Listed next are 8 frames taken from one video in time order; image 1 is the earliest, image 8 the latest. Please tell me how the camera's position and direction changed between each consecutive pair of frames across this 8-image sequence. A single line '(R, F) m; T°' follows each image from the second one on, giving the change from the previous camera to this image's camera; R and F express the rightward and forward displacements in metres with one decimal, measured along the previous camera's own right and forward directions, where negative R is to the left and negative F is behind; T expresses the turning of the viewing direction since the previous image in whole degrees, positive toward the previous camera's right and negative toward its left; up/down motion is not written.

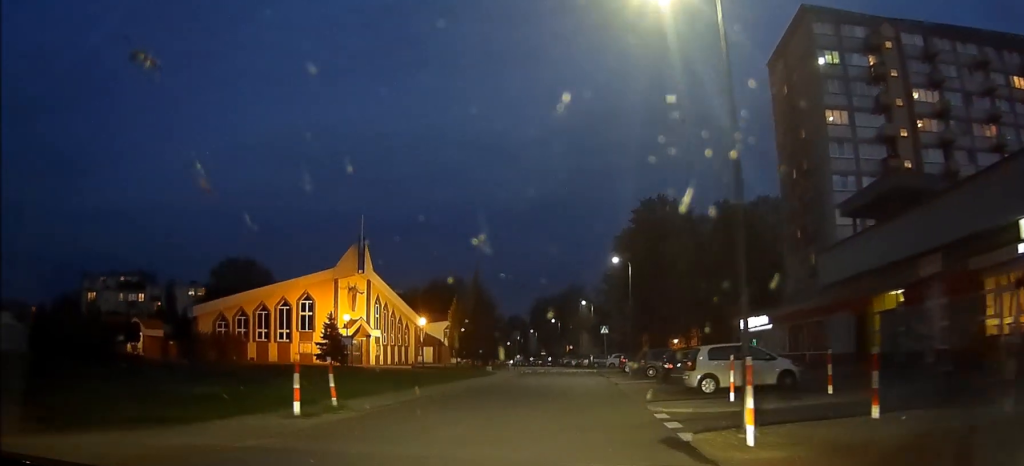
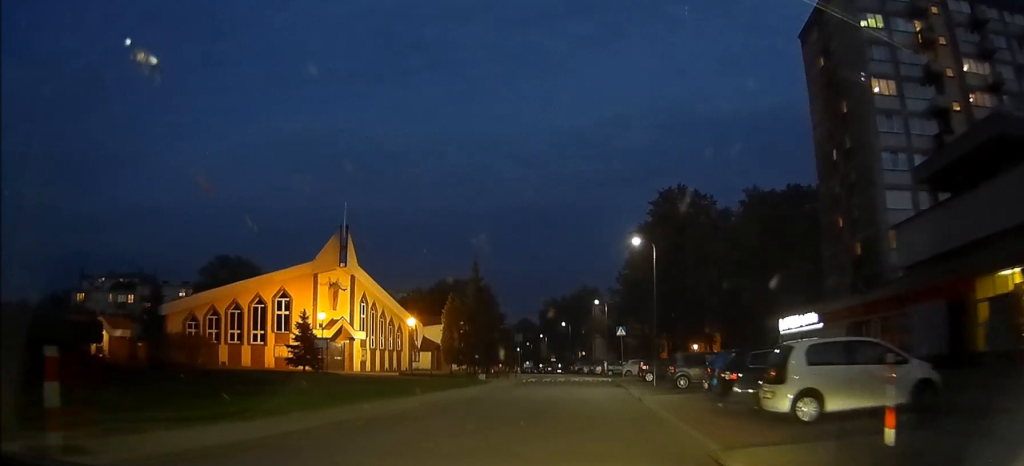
(-0.8, +8.9) m; -7°
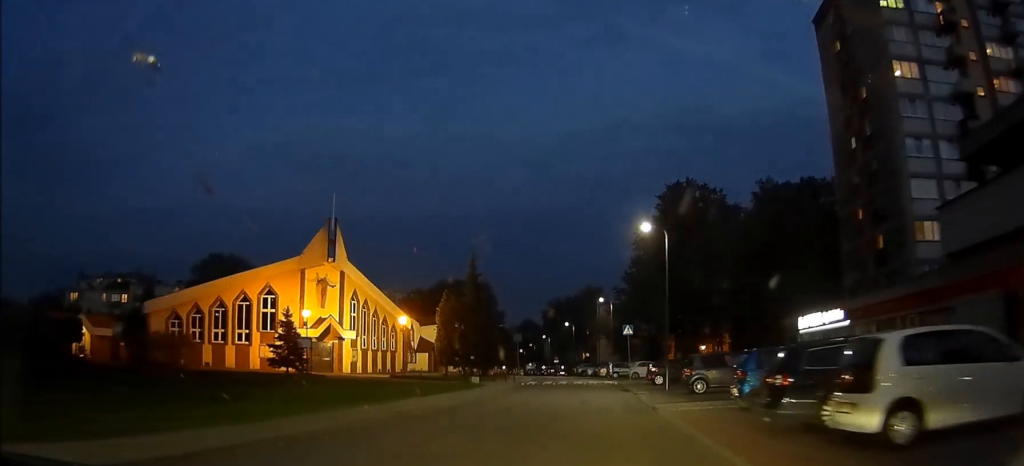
(-0.1, +4.1) m; -2°
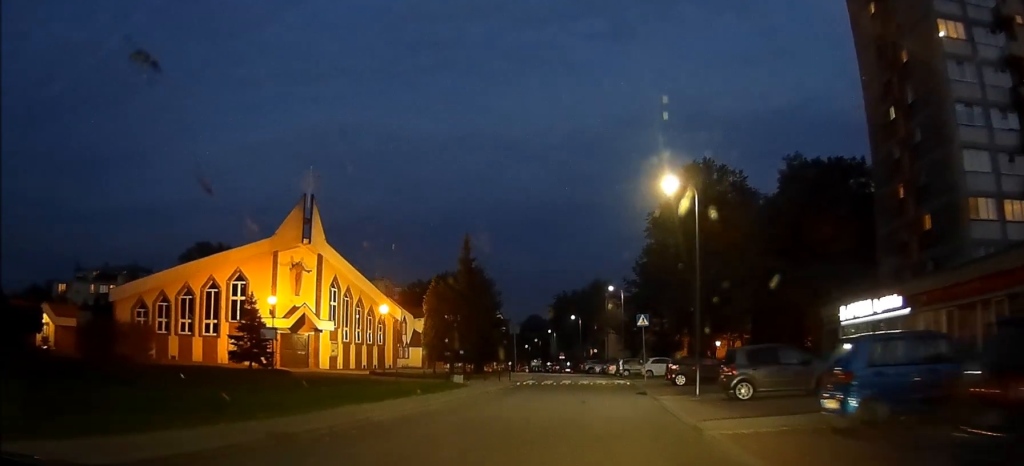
(-0.1, +7.2) m; -2°
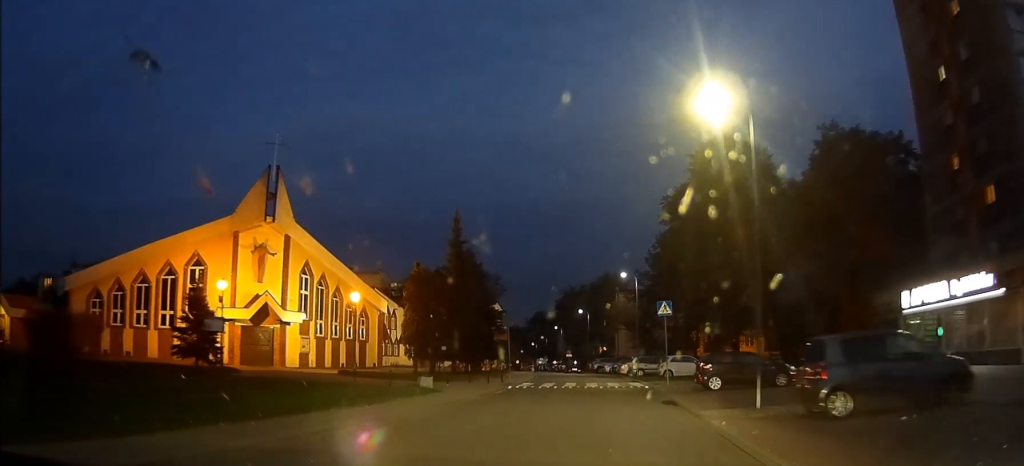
(-0.3, +8.1) m; -1°
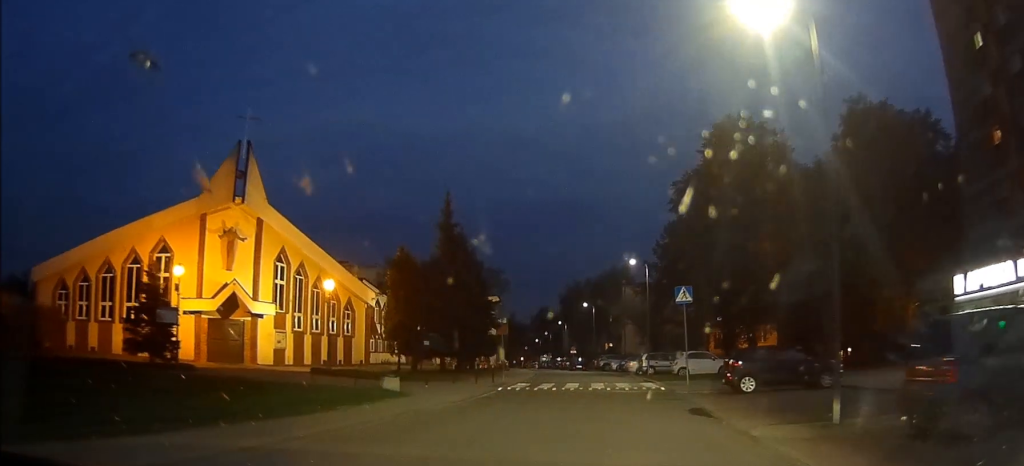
(0.0, +5.2) m; 0°
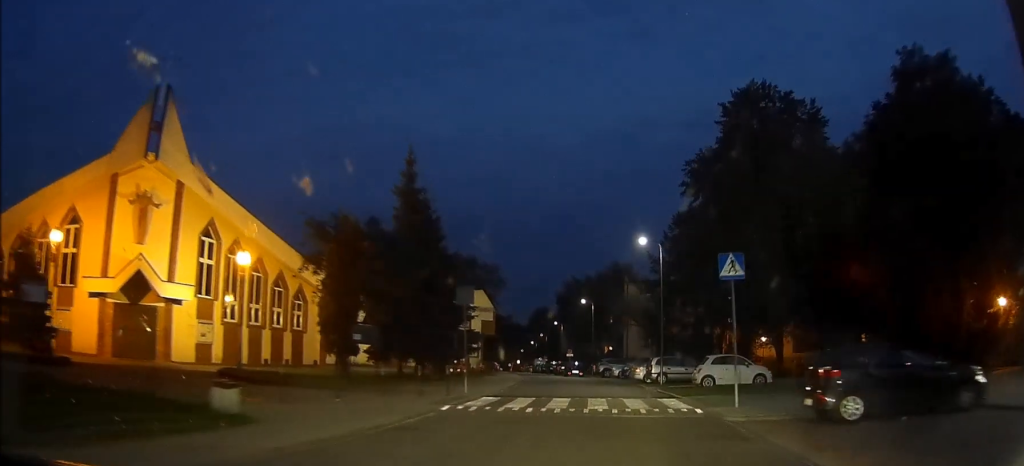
(0.0, +9.9) m; -1°
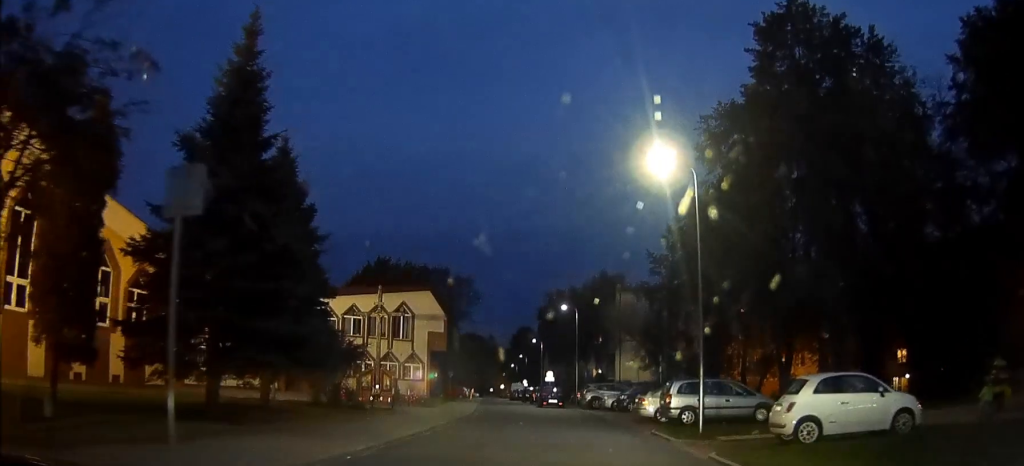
(-0.7, +18.9) m; 0°
